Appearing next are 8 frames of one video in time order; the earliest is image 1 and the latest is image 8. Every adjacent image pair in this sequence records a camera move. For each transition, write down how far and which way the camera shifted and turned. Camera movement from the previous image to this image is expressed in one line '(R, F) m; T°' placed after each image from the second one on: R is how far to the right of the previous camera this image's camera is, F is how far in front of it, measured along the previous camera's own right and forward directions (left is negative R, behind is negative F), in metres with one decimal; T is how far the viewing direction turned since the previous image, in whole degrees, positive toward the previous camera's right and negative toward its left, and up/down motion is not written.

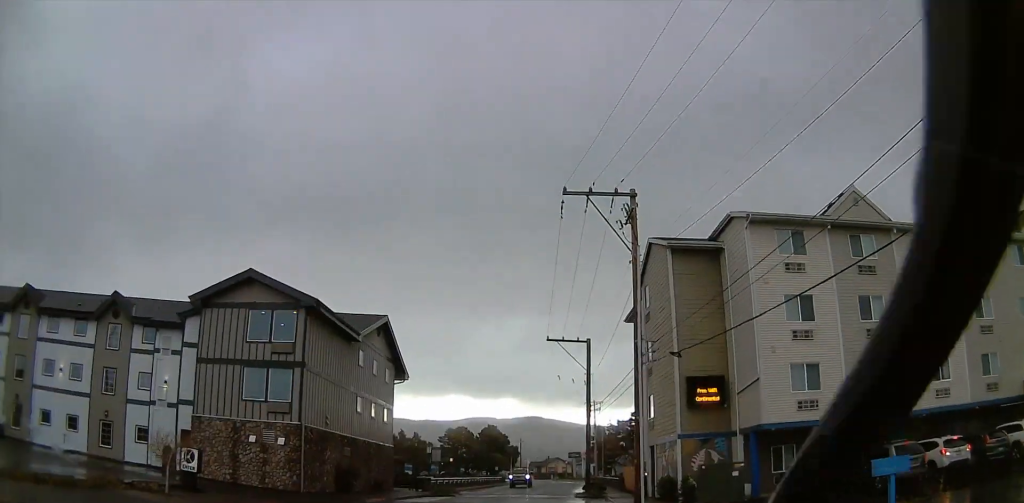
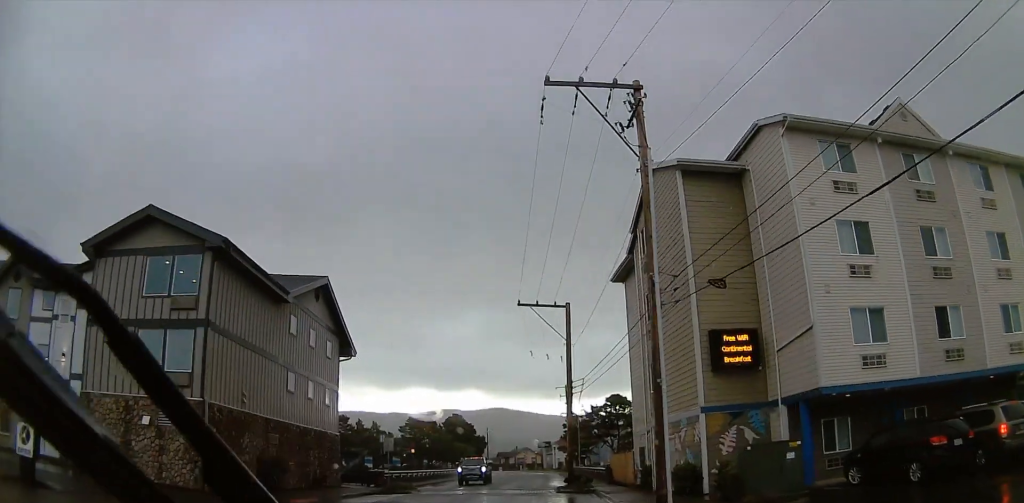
(0.0, +7.3) m; +3°
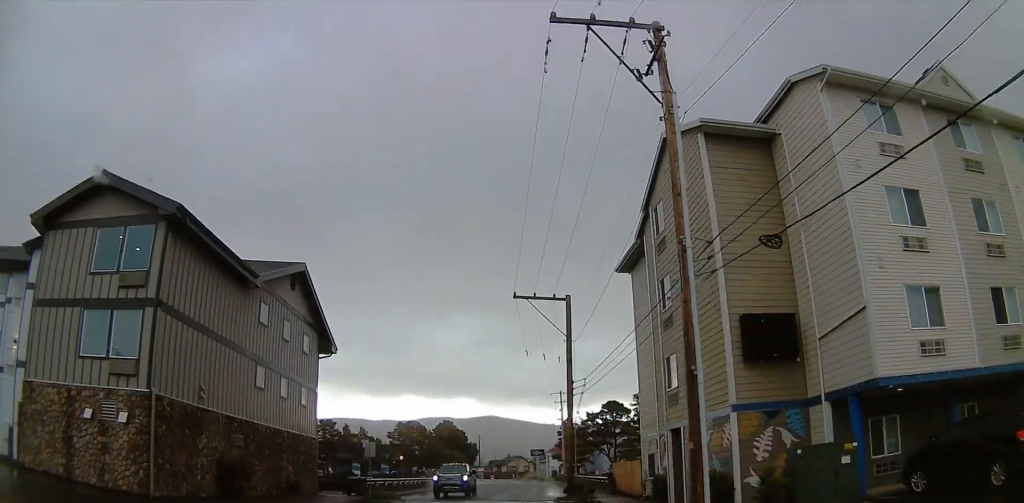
(+0.1, +3.5) m; +1°
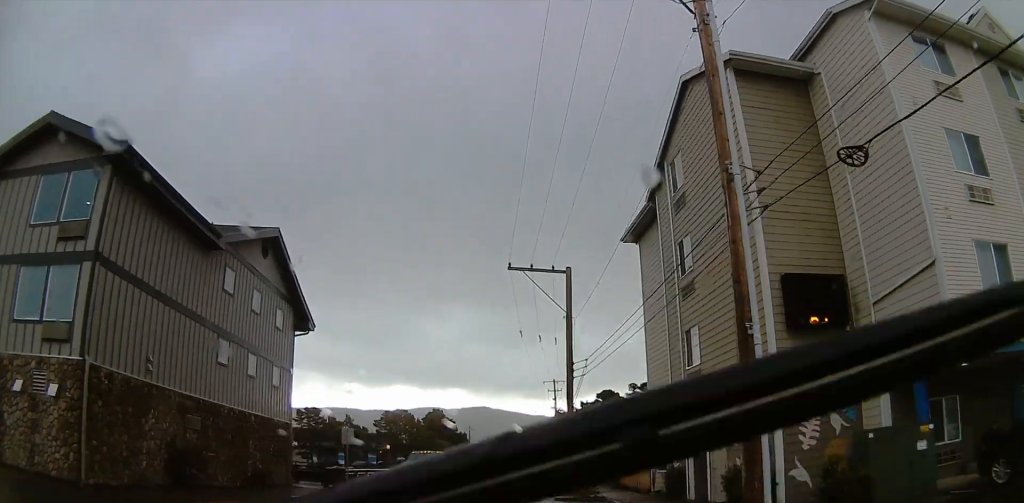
(+0.1, +3.4) m; +1°
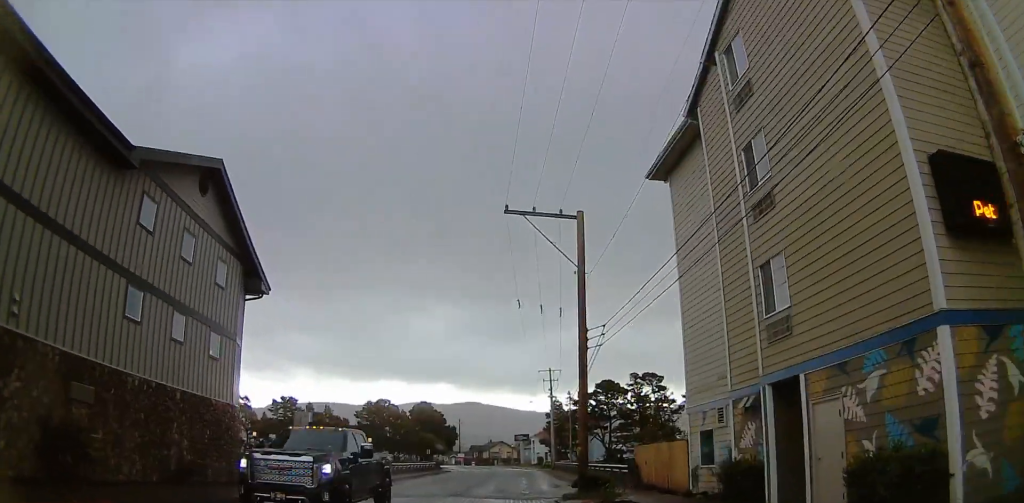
(0.0, +6.6) m; 0°
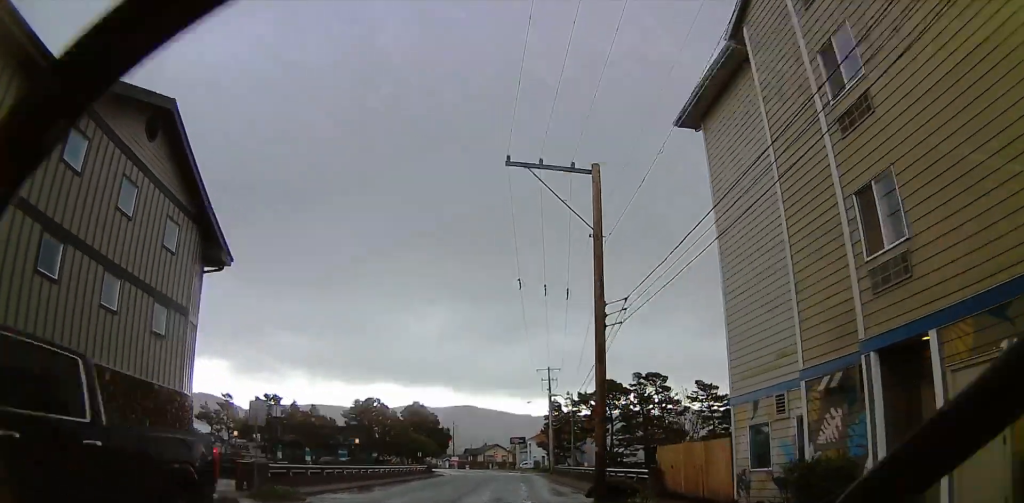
(0.0, +4.3) m; -3°
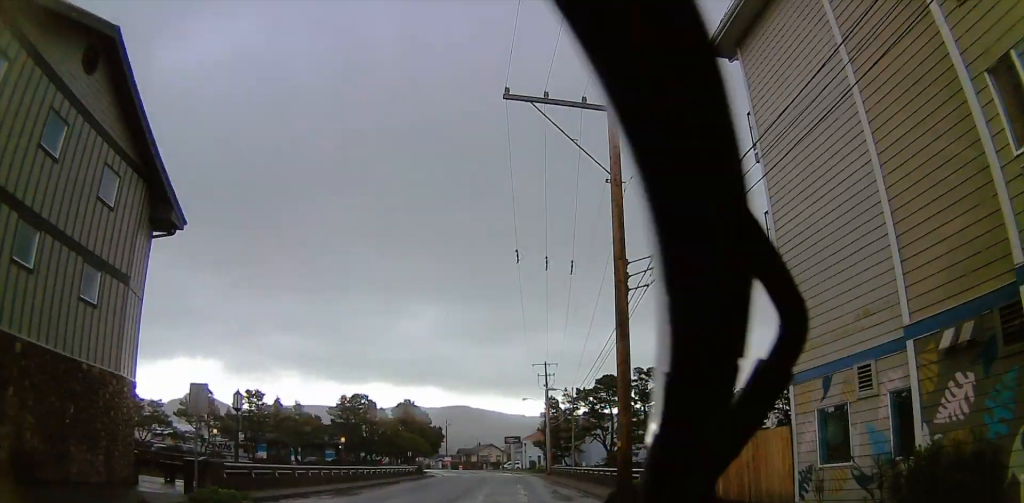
(+0.2, +3.9) m; -4°
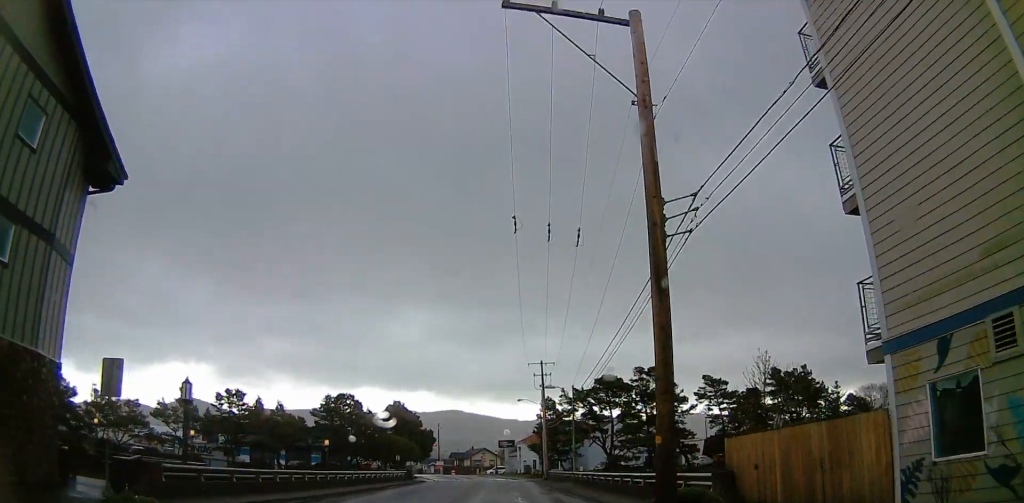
(-0.5, +3.9) m; +2°
